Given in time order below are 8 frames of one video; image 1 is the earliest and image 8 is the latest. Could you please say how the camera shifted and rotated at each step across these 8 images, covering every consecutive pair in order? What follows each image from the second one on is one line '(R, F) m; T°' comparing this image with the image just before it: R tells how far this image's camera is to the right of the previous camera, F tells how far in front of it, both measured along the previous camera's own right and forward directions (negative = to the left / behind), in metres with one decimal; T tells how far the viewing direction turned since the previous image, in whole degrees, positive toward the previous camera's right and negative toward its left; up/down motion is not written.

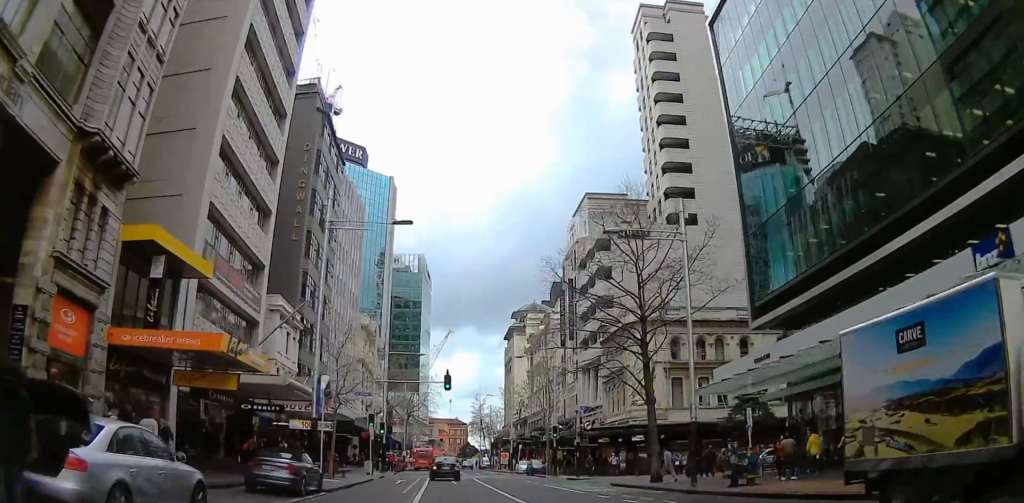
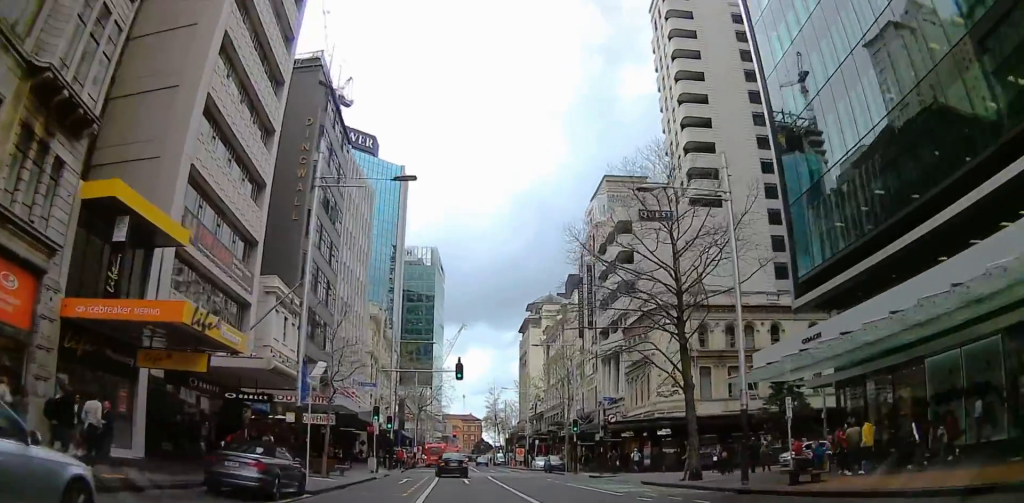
(0.0, +4.0) m; -2°
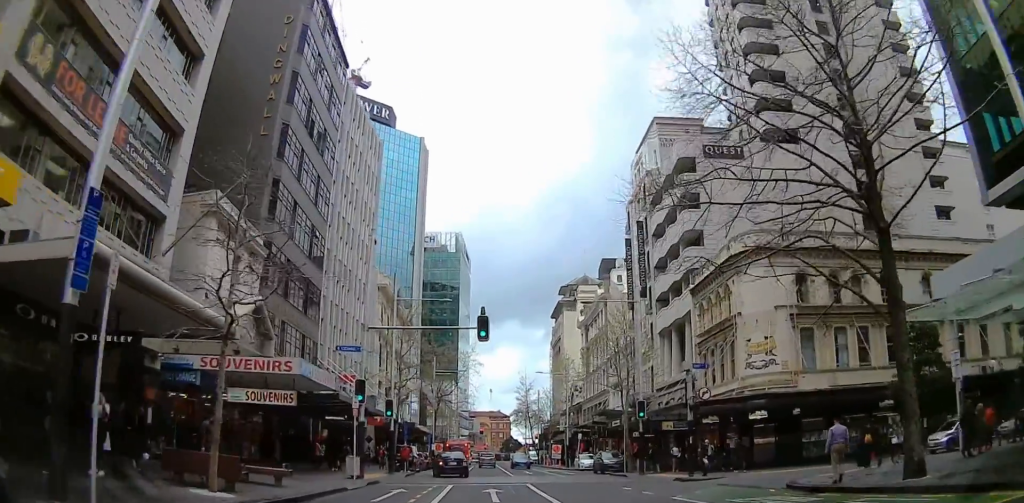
(-0.3, +13.9) m; 0°
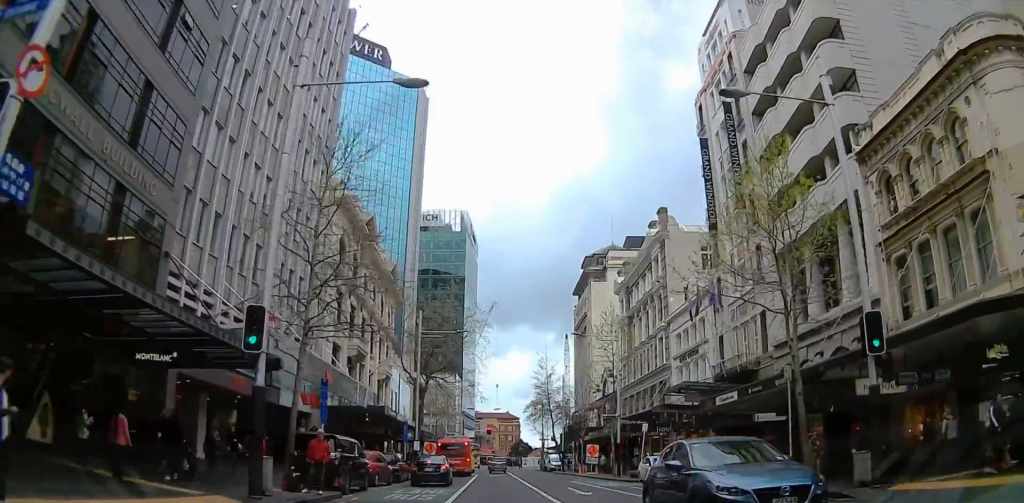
(+1.7, +23.6) m; +4°
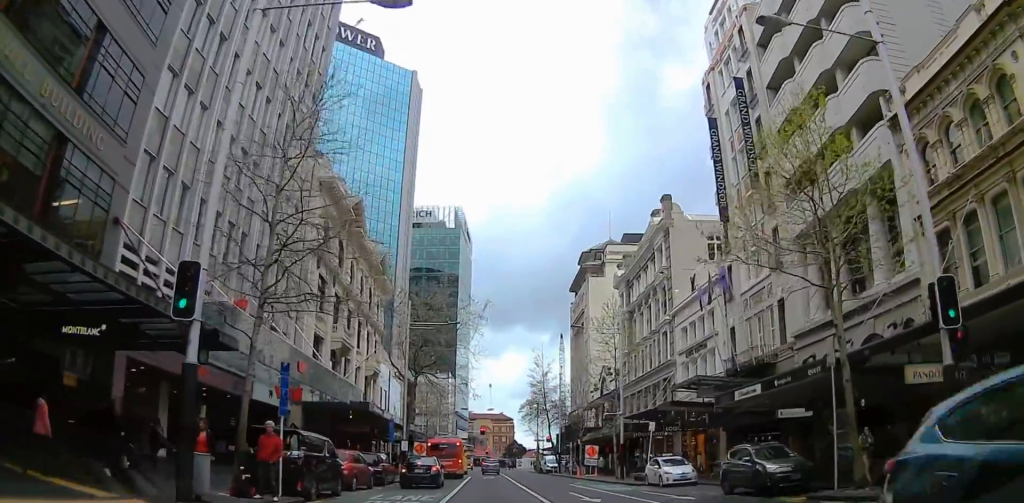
(+0.2, +3.6) m; -2°
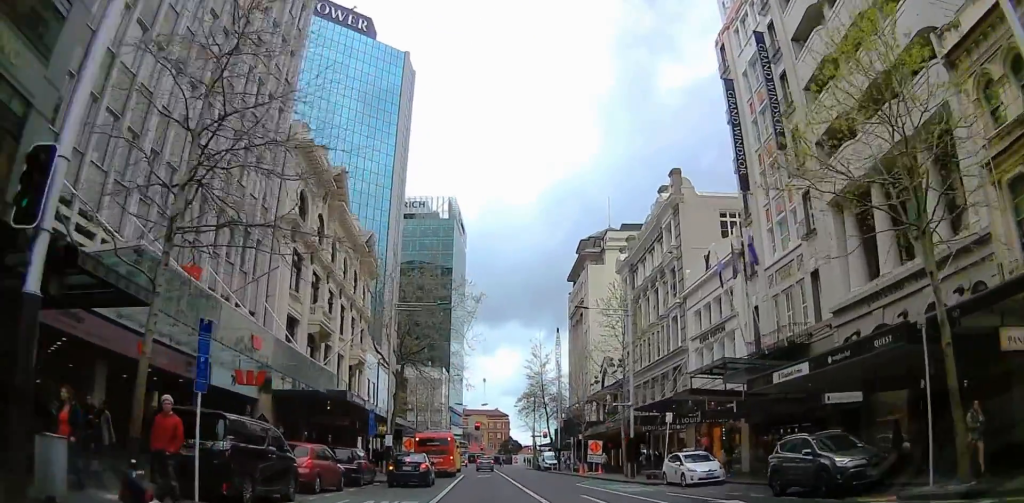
(-0.4, +4.5) m; -6°
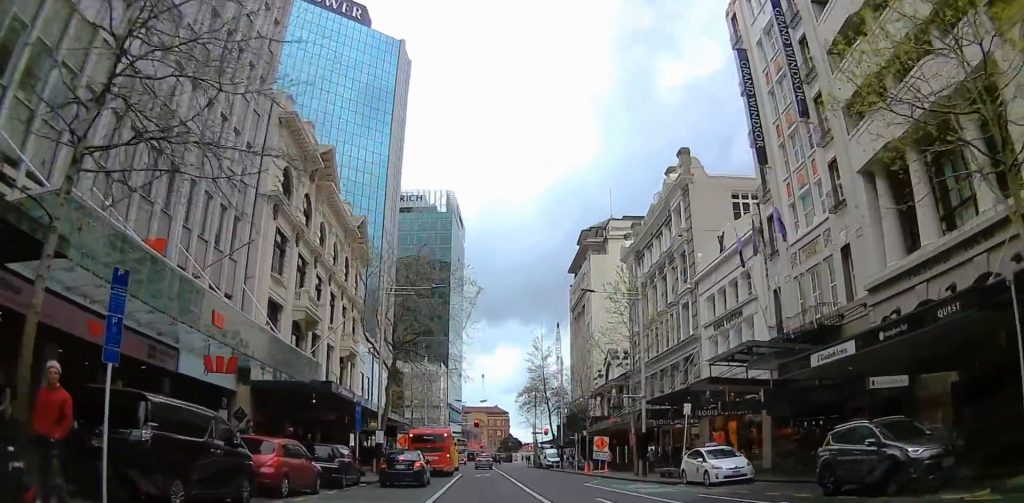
(0.0, +3.0) m; -4°
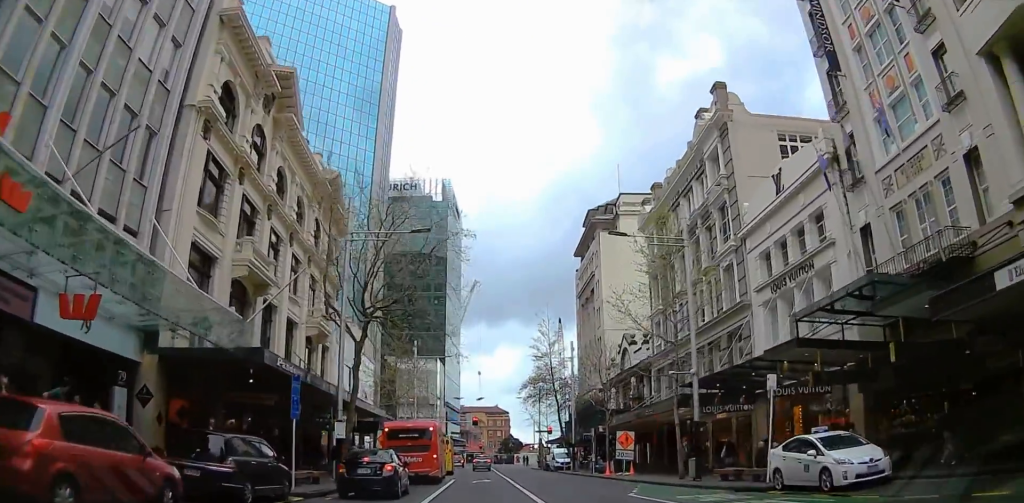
(-0.7, +9.4) m; -2°
